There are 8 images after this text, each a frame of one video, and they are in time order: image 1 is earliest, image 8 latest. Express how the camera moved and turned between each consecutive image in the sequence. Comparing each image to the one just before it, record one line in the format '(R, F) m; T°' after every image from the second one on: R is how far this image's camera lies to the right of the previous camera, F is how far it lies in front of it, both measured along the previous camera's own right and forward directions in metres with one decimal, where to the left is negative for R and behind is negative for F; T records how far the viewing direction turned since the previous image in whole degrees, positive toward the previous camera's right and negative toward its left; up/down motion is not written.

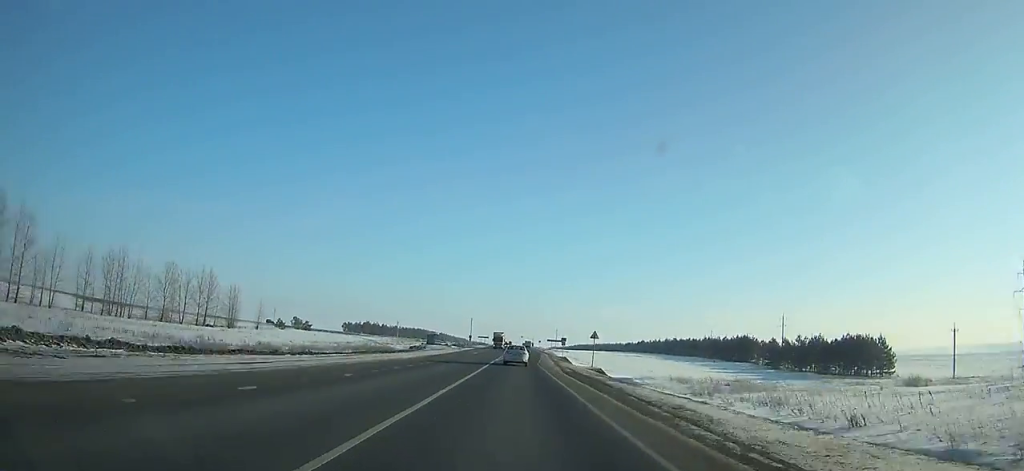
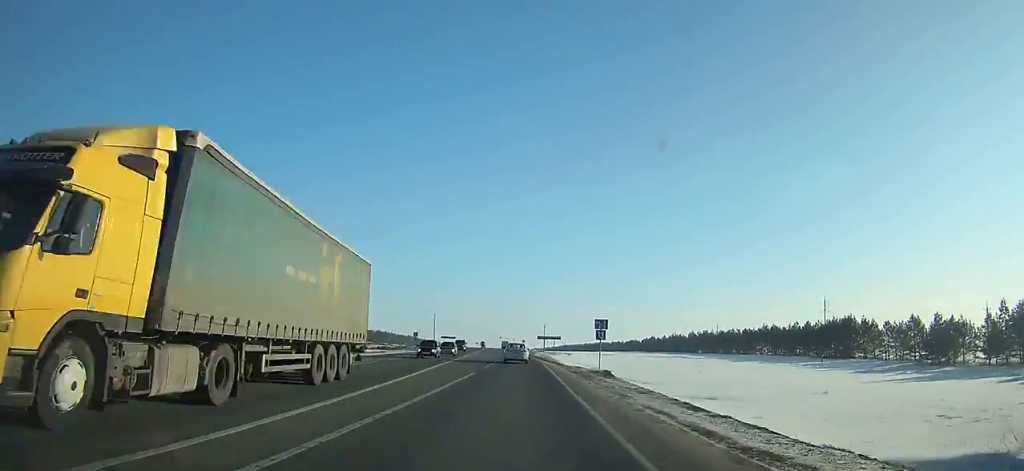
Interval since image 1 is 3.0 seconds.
(+0.8, +68.0) m; 0°
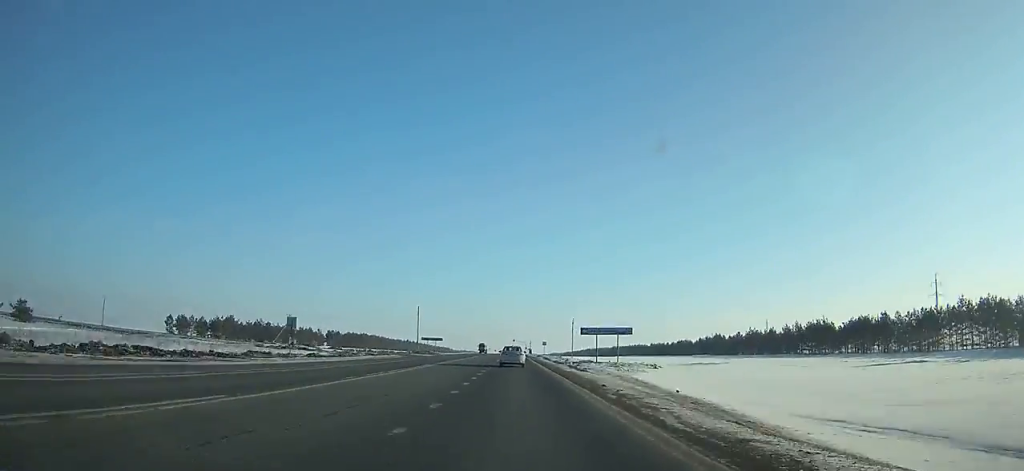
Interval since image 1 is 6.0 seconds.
(-0.3, +67.7) m; -1°
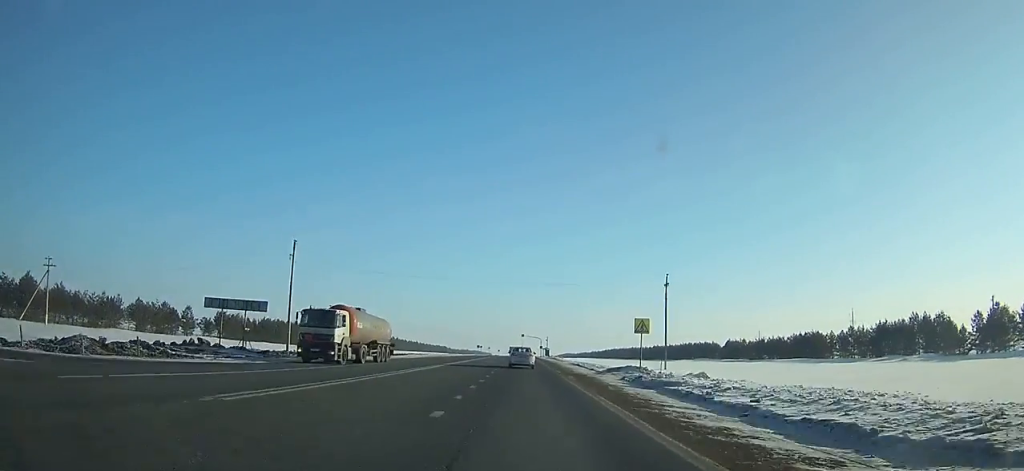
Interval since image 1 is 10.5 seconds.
(-1.0, +99.8) m; -1°
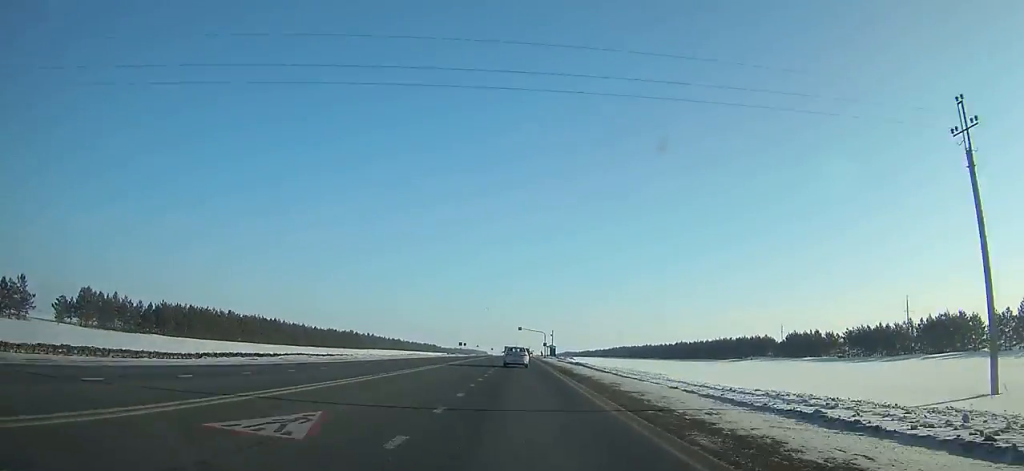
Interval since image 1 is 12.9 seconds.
(-0.4, +52.2) m; -1°
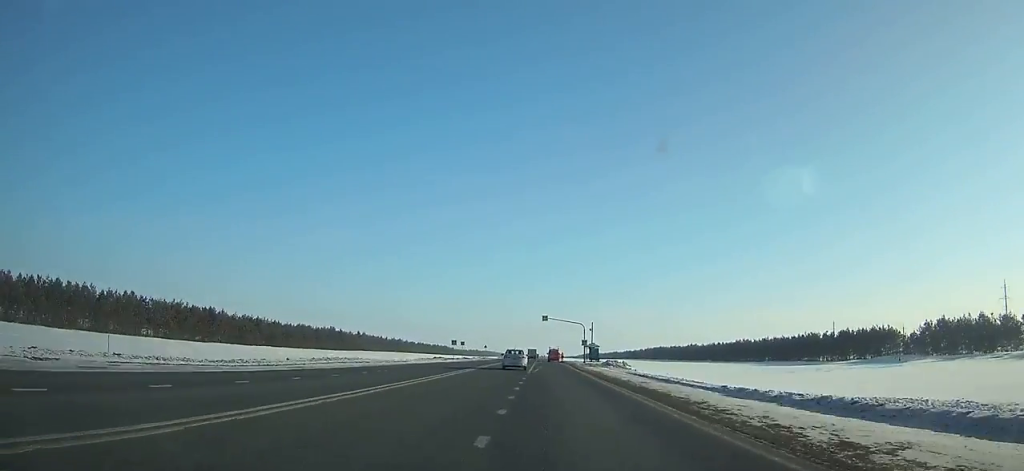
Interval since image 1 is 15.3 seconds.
(-0.3, +51.8) m; 0°
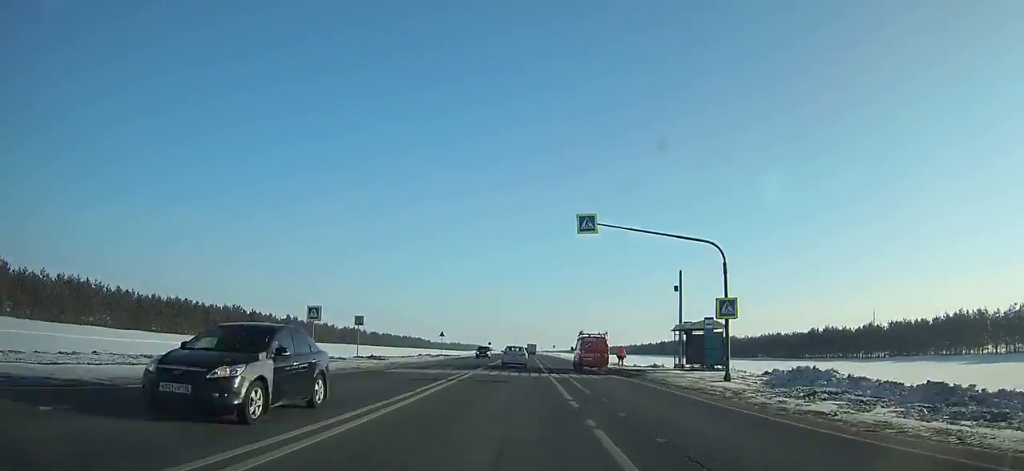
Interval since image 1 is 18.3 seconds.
(+0.2, +64.0) m; +1°
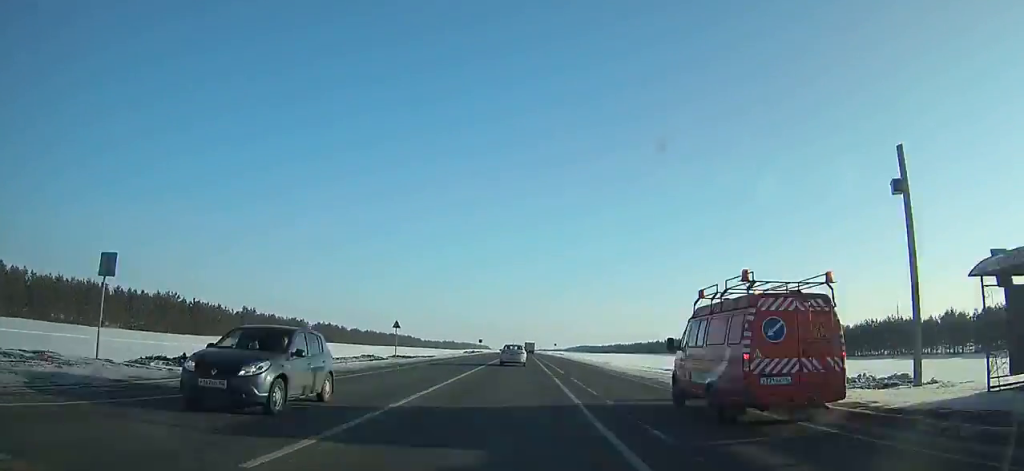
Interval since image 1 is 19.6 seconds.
(+0.2, +27.5) m; 0°
